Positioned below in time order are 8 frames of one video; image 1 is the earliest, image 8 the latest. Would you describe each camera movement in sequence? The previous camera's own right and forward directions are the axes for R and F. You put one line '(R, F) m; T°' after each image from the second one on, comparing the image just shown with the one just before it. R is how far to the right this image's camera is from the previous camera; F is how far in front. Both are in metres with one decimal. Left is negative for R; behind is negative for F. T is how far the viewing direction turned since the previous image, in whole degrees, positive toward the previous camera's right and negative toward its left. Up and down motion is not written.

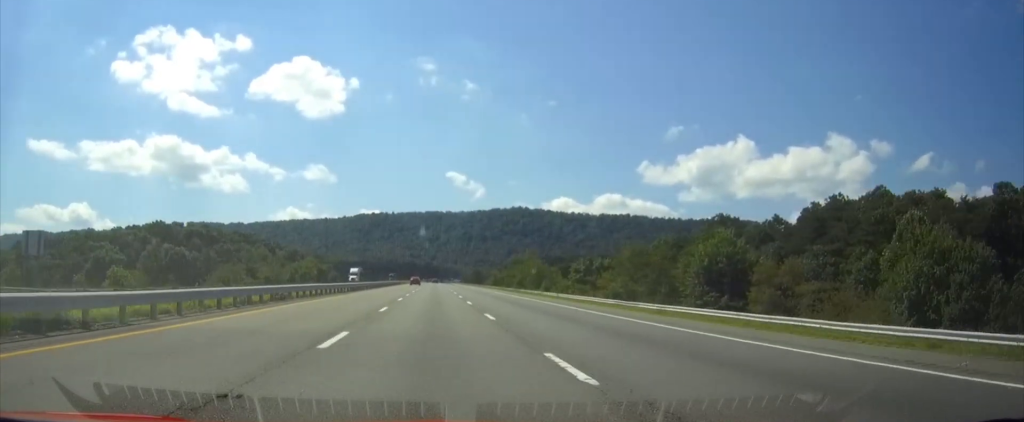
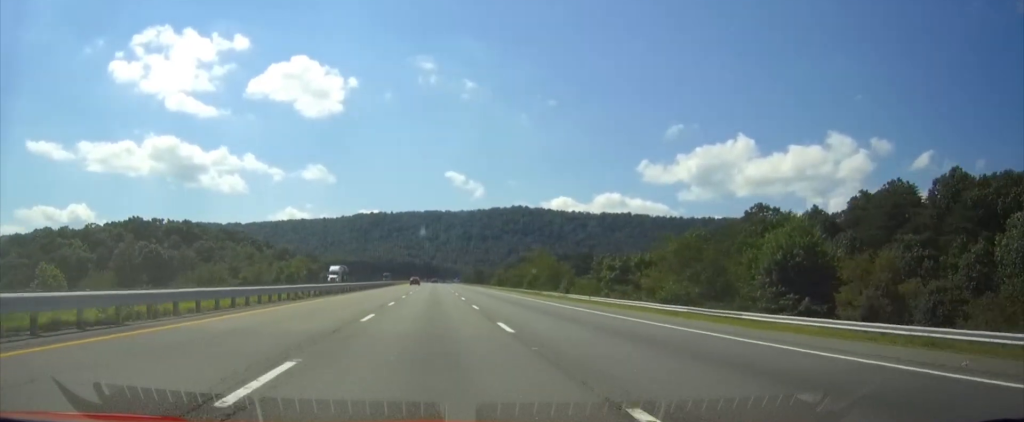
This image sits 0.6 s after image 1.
(0.0, +17.2) m; 0°
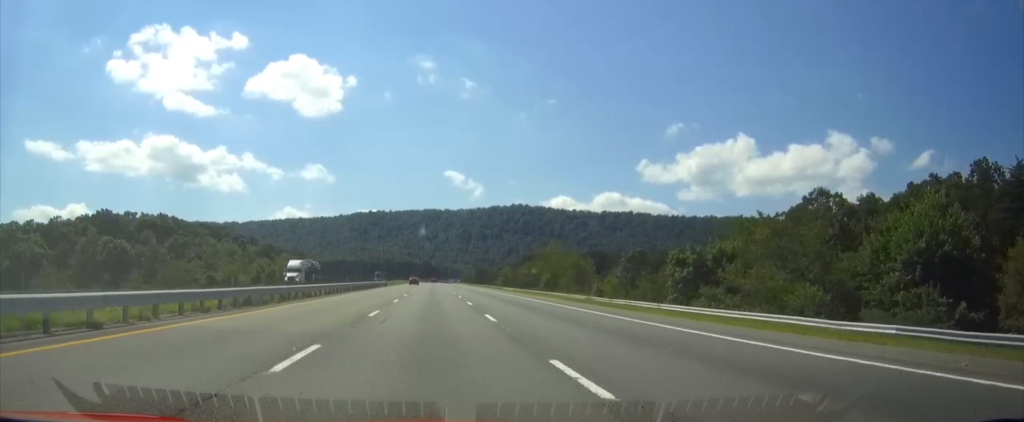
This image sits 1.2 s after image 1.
(0.0, +20.3) m; 0°
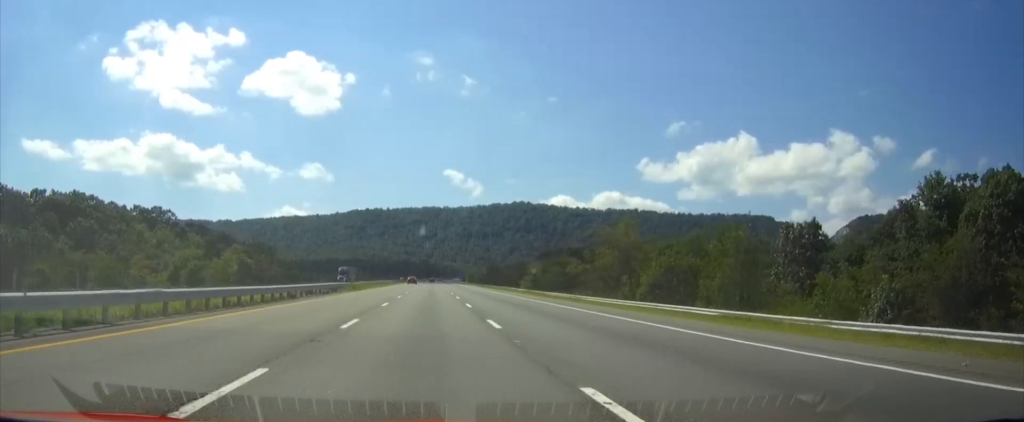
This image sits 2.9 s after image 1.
(0.0, +51.9) m; 0°
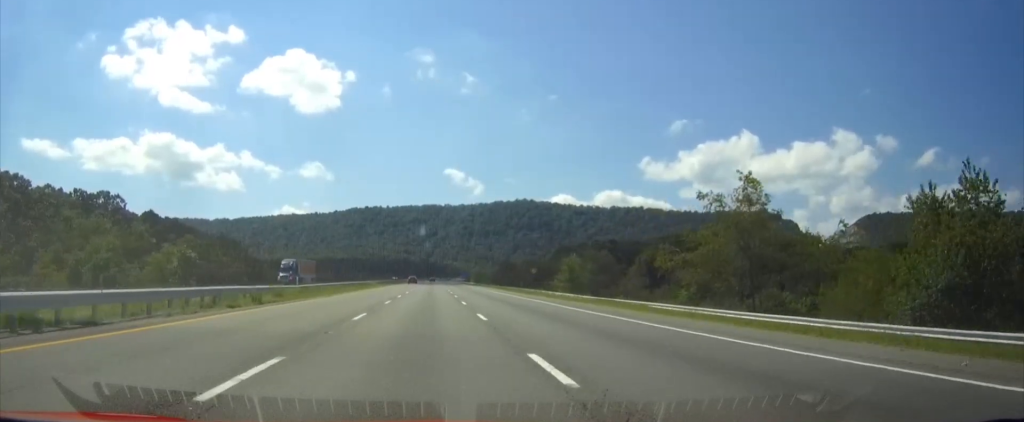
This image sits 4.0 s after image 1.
(0.0, +33.7) m; 0°
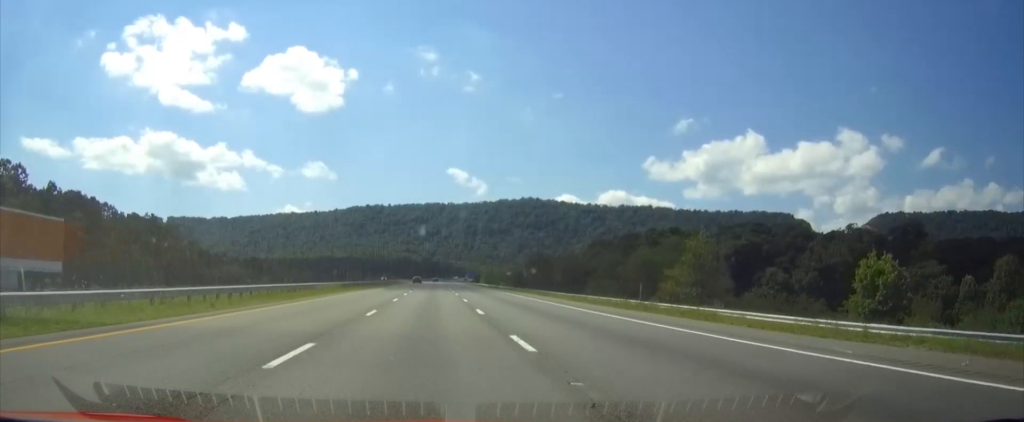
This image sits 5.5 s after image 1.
(-0.1, +45.1) m; 0°
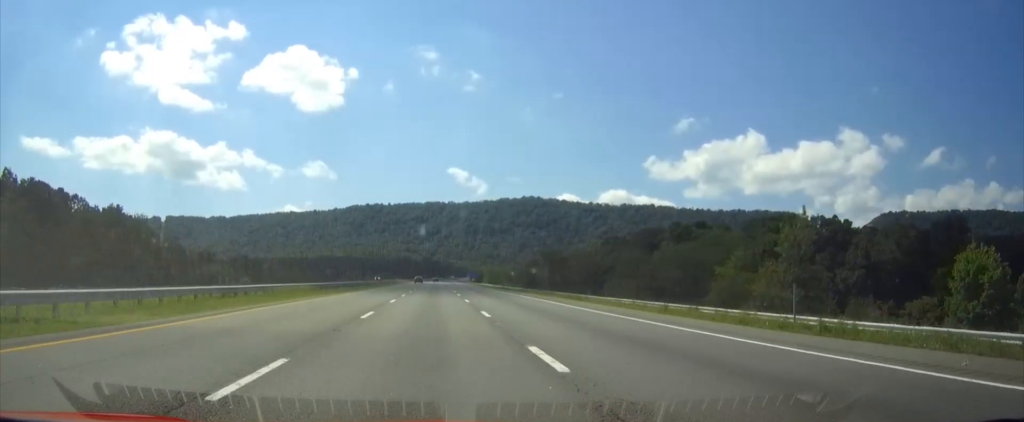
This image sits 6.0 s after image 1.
(-0.1, +14.4) m; 0°
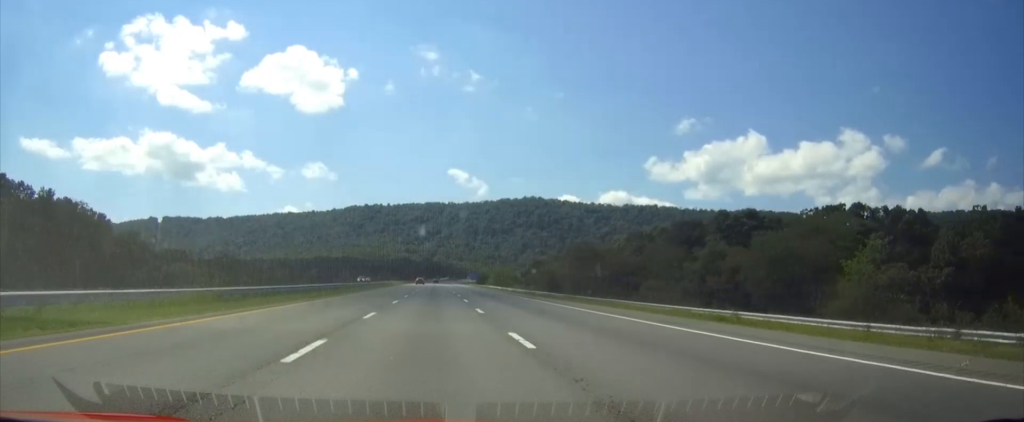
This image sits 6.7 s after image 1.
(0.0, +21.7) m; 0°
